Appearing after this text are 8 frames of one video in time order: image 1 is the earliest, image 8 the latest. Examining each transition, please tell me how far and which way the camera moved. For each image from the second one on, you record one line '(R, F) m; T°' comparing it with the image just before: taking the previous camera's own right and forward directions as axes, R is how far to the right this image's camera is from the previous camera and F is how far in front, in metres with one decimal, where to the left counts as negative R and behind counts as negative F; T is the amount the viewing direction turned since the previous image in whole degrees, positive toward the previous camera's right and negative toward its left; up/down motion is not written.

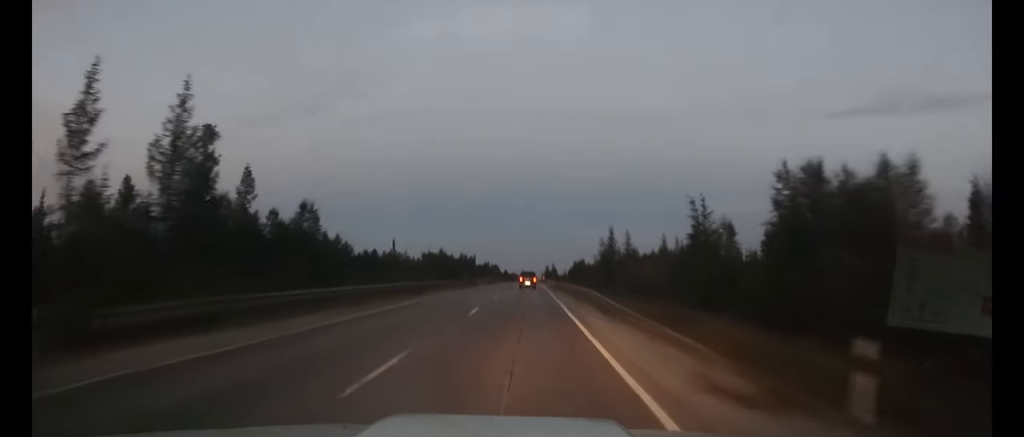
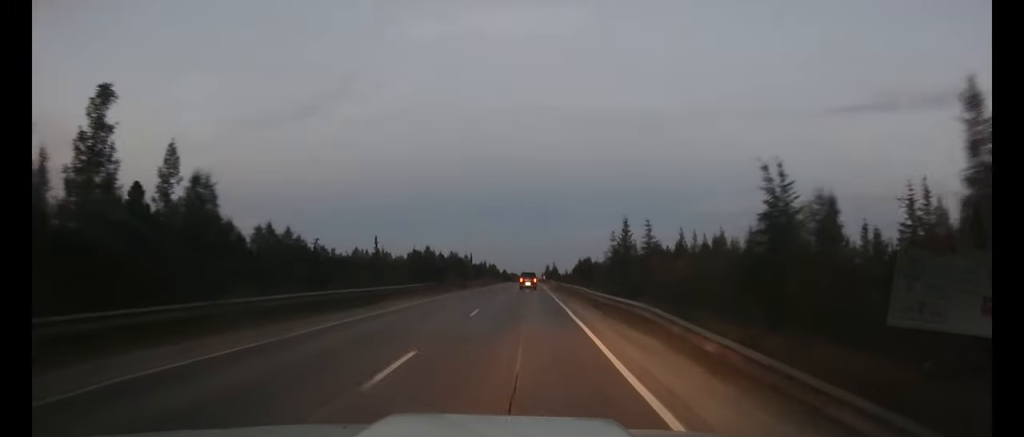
(0.0, +12.7) m; 0°
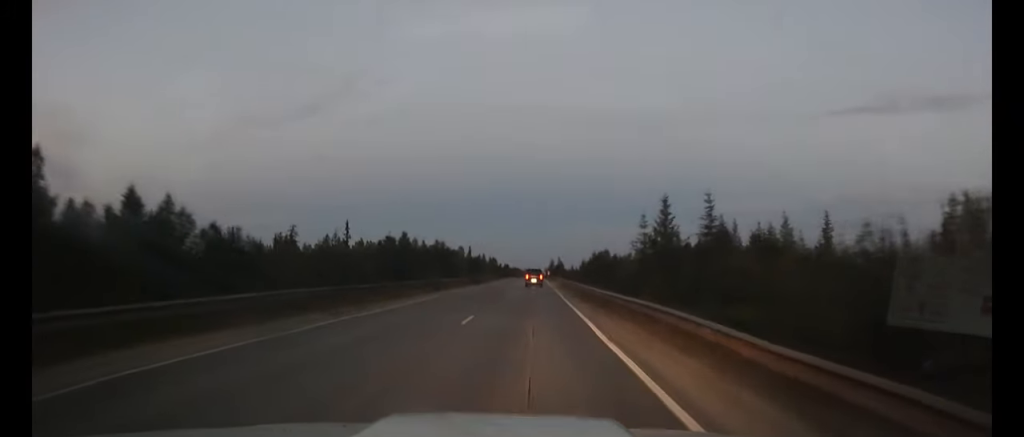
(0.0, +18.3) m; 0°
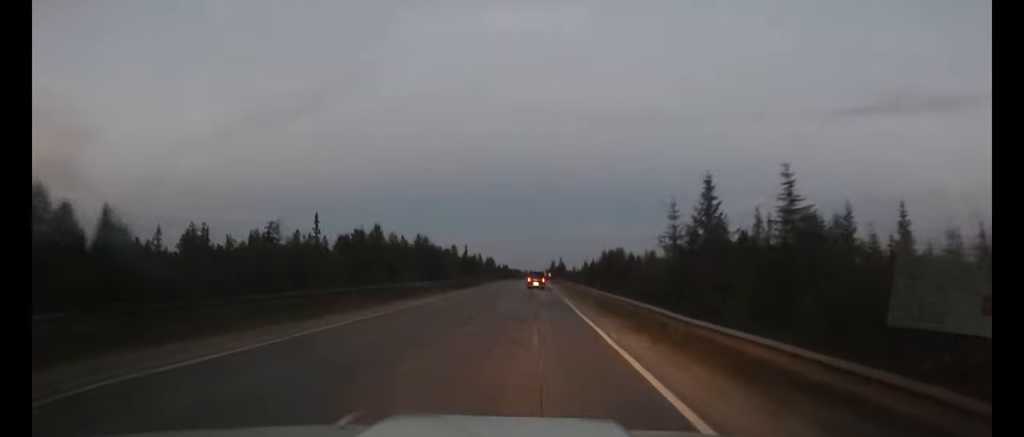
(0.0, +12.5) m; 0°
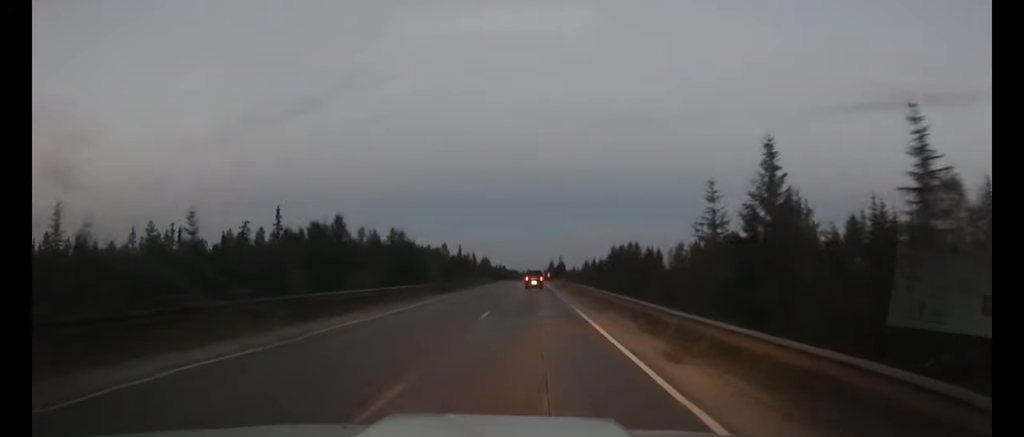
(0.0, +10.9) m; 0°
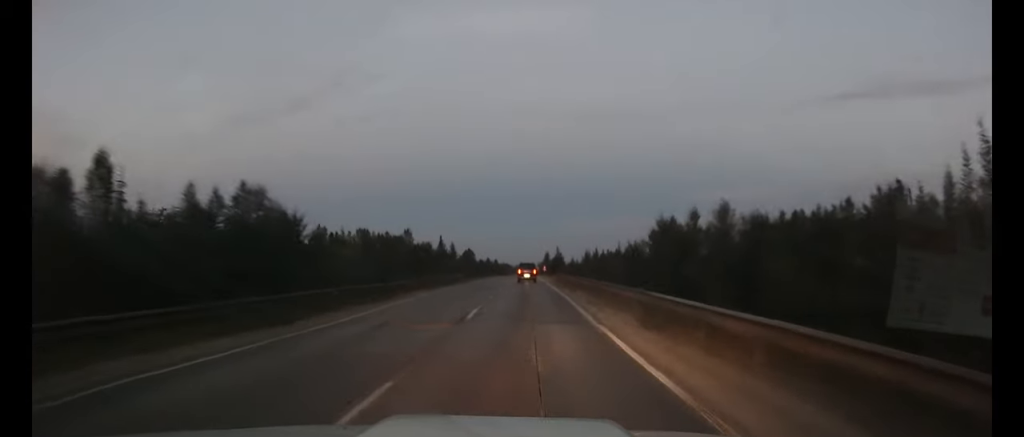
(+0.1, +28.2) m; 0°
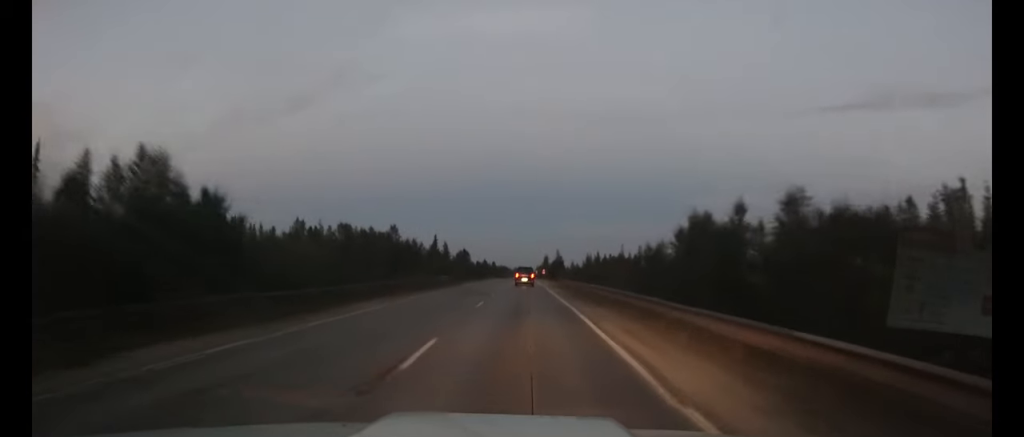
(0.0, +8.6) m; 0°
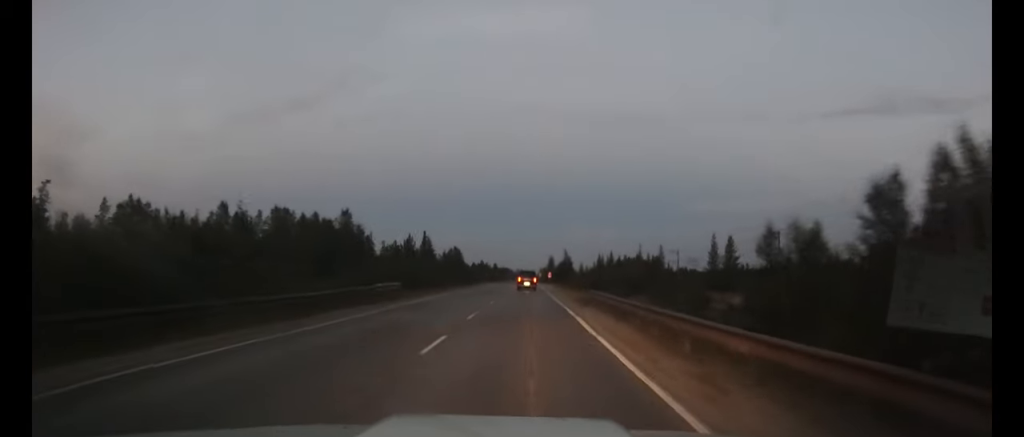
(0.0, +22.5) m; 0°
